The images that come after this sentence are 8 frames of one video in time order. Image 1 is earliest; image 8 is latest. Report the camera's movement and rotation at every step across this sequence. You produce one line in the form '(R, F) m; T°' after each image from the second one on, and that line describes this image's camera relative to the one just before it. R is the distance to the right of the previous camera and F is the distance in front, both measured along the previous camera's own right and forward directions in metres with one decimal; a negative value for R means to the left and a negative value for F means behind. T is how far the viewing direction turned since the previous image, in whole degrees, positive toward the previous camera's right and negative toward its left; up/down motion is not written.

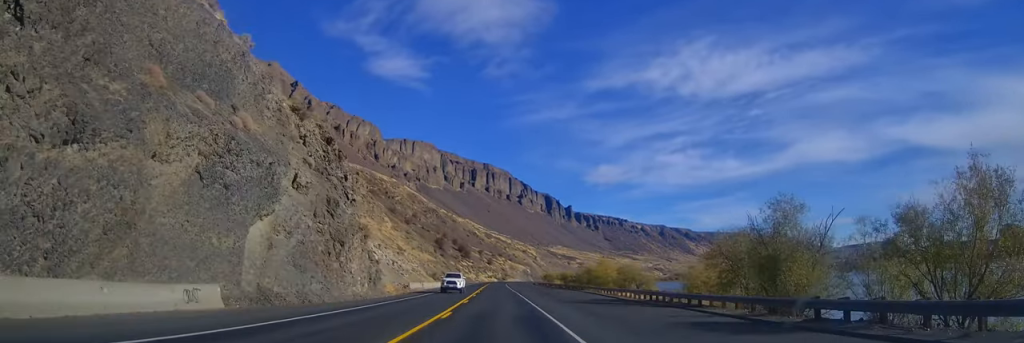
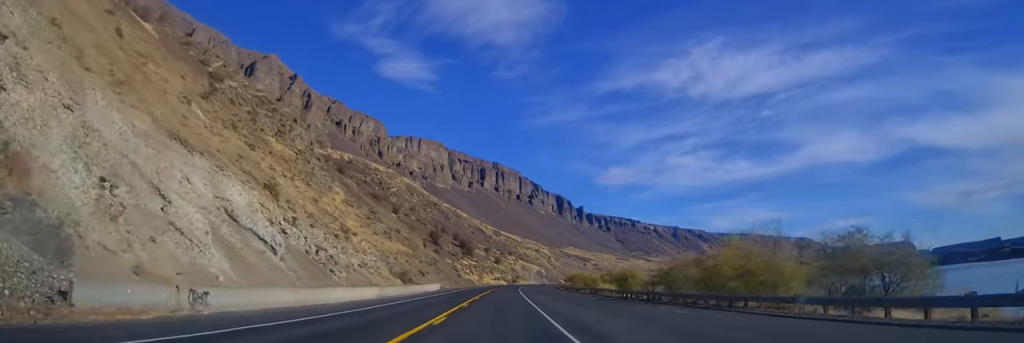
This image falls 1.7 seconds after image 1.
(-0.7, +51.3) m; -1°
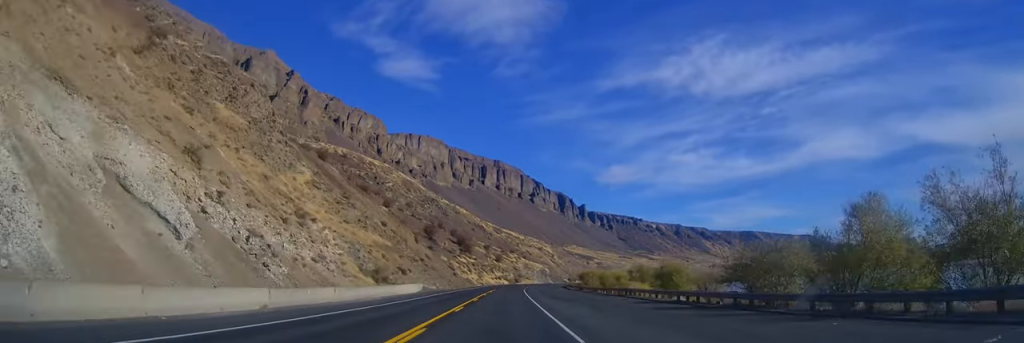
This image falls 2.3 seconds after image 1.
(-0.1, +18.1) m; 0°
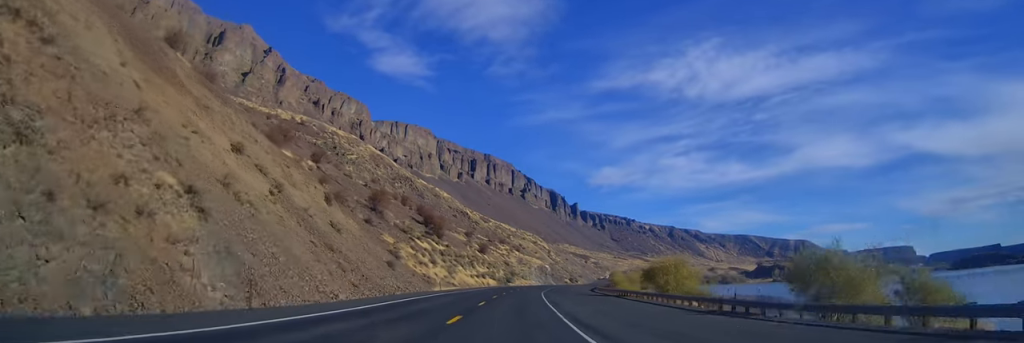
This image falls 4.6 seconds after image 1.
(+0.1, +68.5) m; +1°
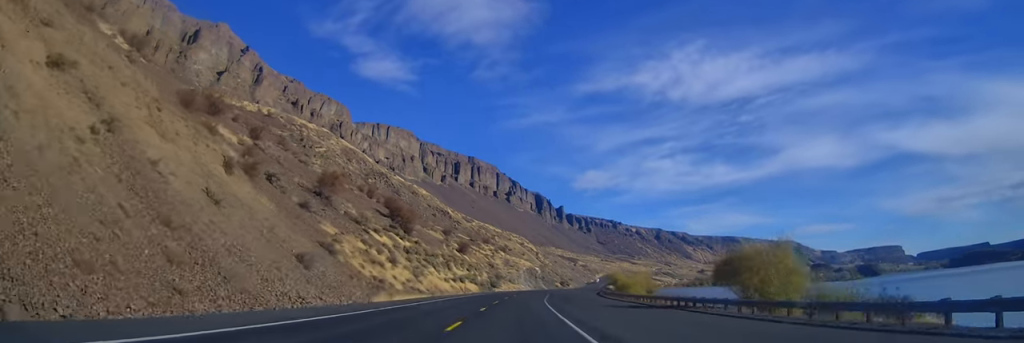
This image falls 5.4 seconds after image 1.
(+0.1, +26.2) m; +1°
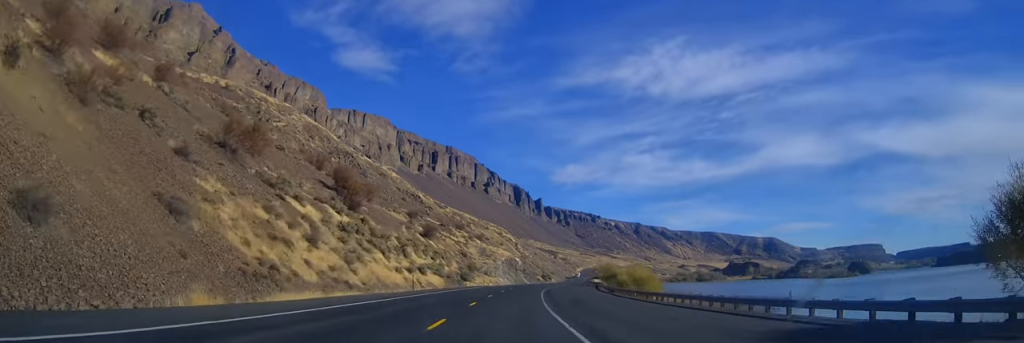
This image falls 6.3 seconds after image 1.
(+0.5, +26.1) m; +1°
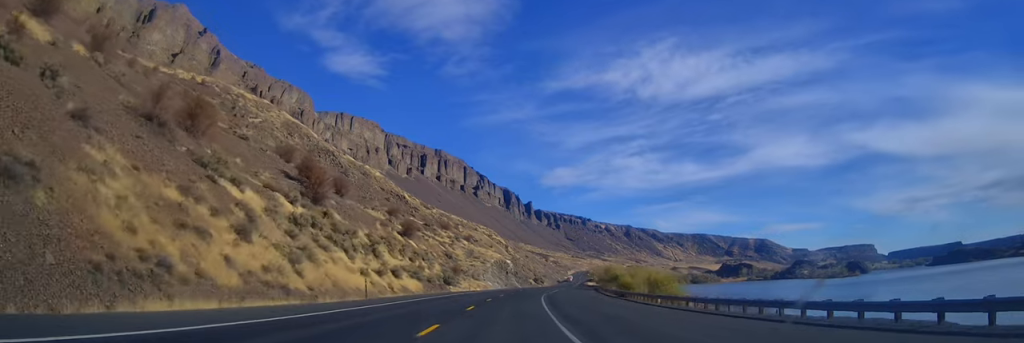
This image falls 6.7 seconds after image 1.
(+0.1, +13.0) m; +1°
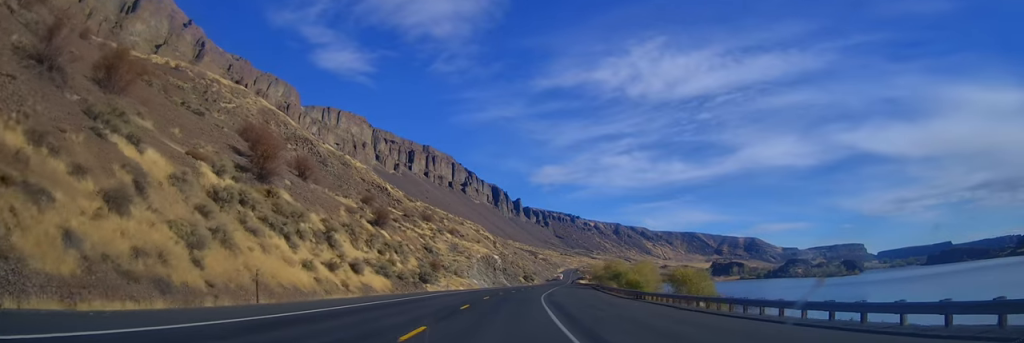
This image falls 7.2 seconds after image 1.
(-0.2, +14.0) m; +1°
